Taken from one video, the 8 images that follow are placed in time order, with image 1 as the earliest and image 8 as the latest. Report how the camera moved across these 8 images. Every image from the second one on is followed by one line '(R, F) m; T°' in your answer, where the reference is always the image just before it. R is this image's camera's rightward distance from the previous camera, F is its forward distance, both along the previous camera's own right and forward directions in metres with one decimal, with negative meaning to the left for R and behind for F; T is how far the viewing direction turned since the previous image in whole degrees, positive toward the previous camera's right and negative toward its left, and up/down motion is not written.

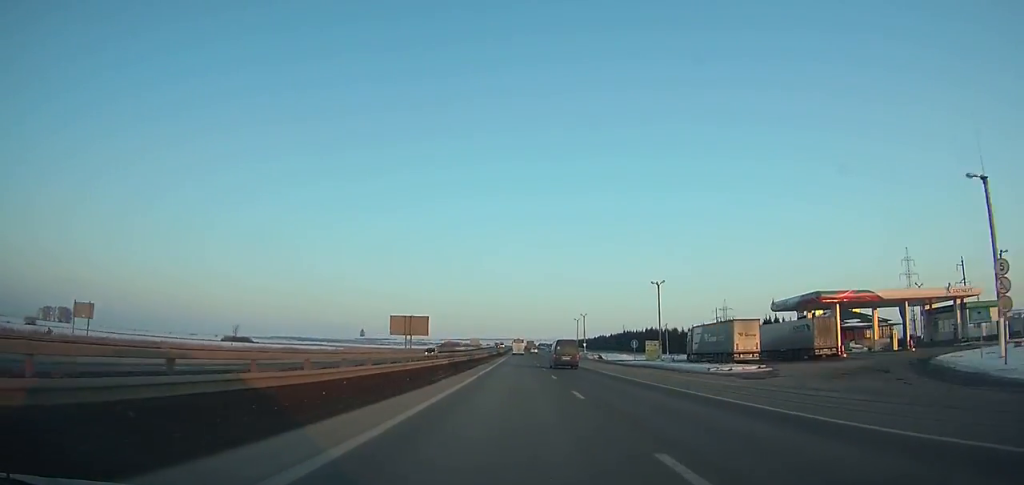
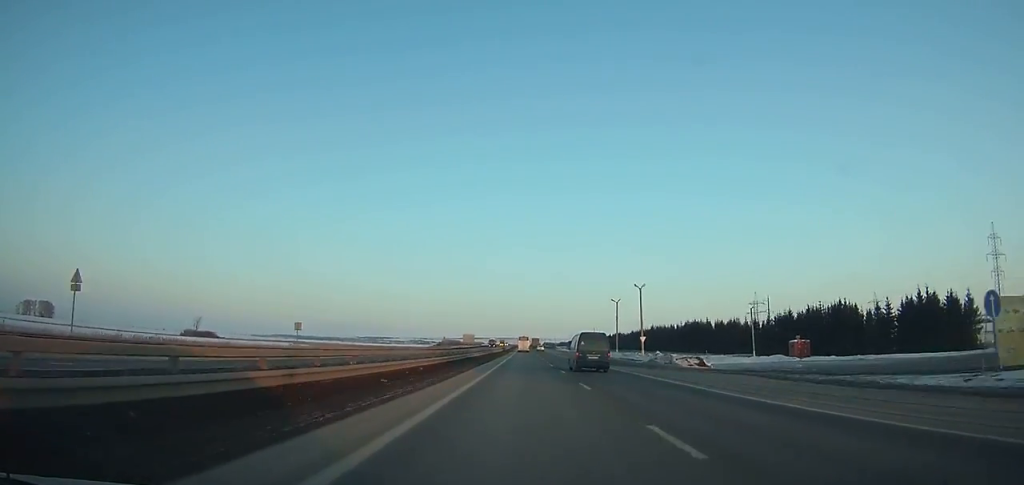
(0.0, +57.5) m; 0°
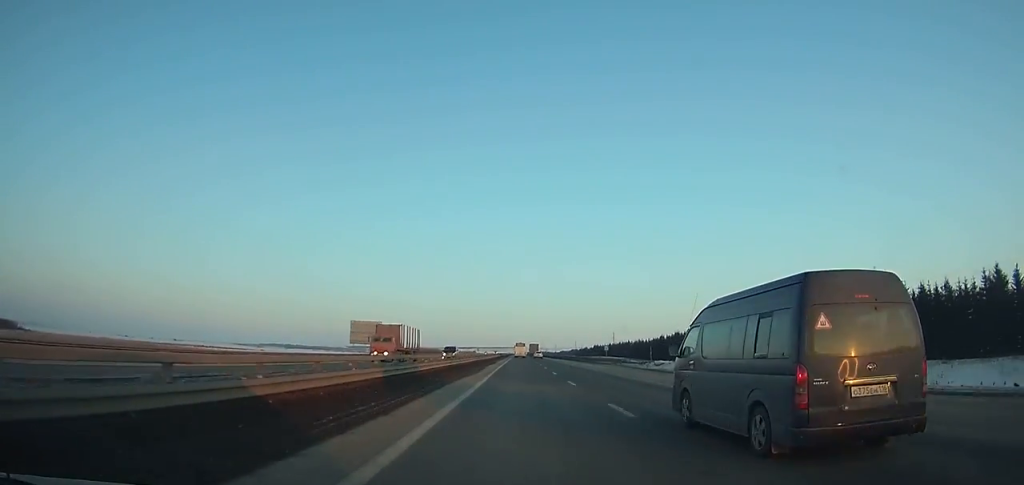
(+0.1, +164.0) m; 0°
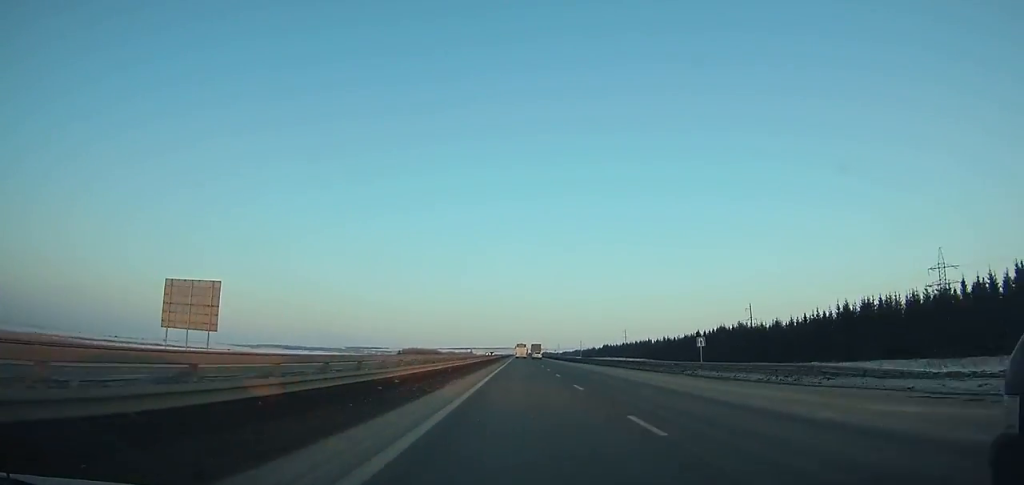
(-0.2, +50.9) m; 0°
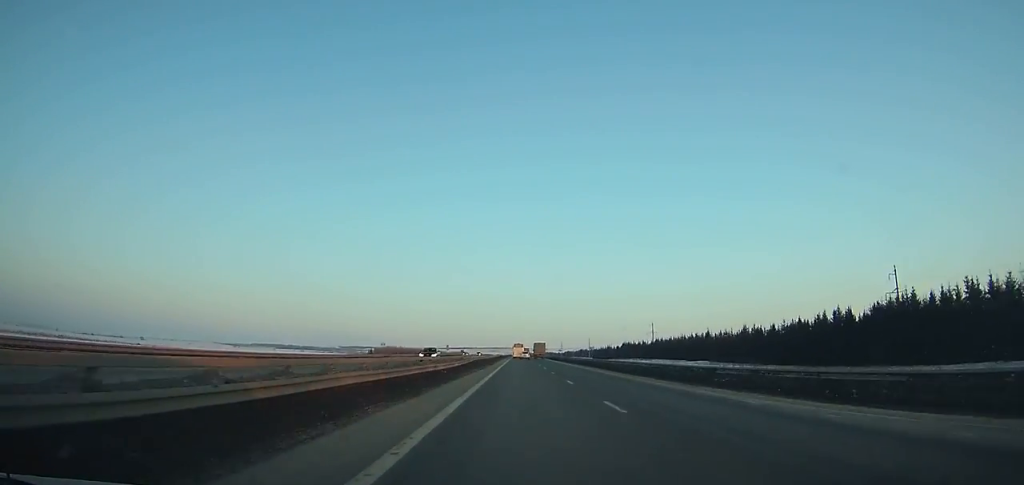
(+0.1, +91.7) m; 0°
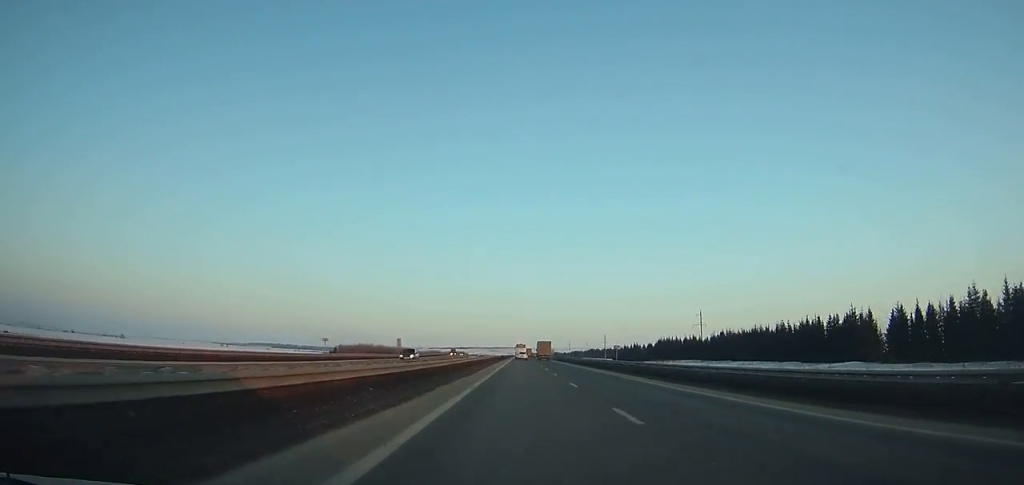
(0.0, +86.6) m; 0°
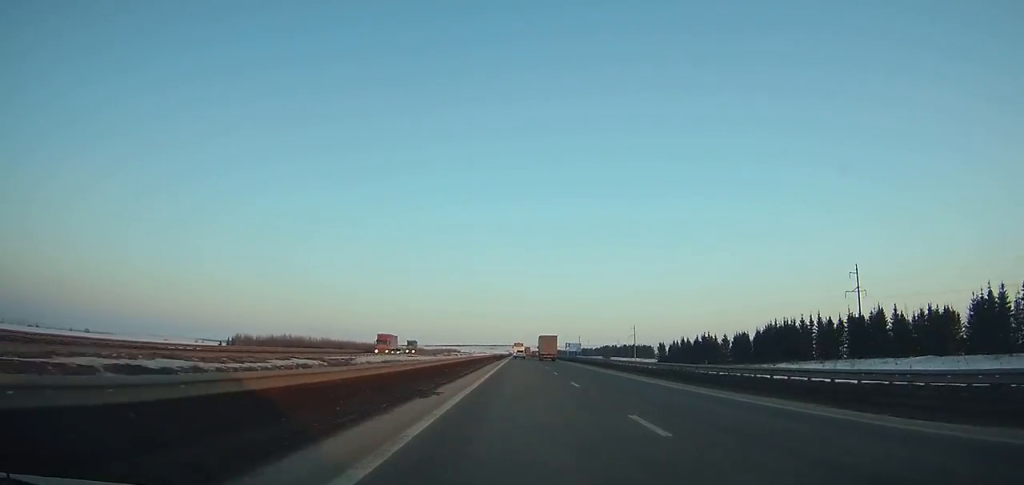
(+0.1, +120.7) m; 0°
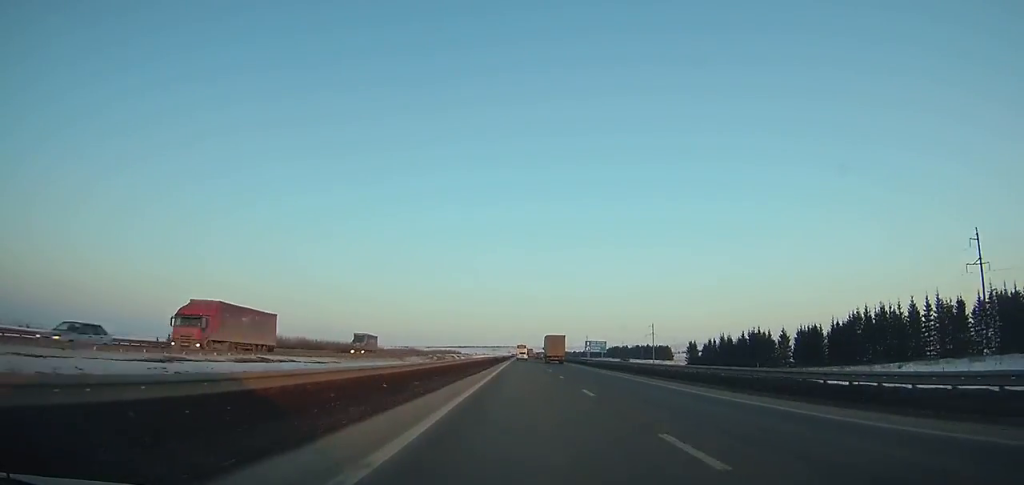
(0.0, +40.0) m; 0°
